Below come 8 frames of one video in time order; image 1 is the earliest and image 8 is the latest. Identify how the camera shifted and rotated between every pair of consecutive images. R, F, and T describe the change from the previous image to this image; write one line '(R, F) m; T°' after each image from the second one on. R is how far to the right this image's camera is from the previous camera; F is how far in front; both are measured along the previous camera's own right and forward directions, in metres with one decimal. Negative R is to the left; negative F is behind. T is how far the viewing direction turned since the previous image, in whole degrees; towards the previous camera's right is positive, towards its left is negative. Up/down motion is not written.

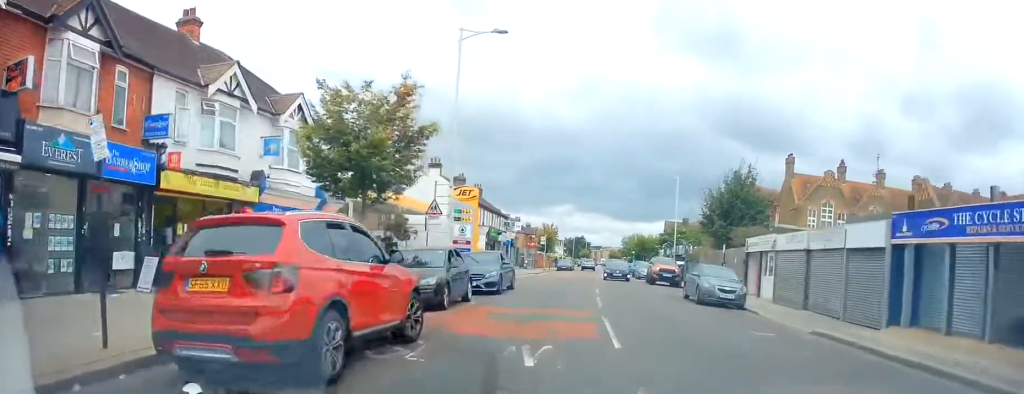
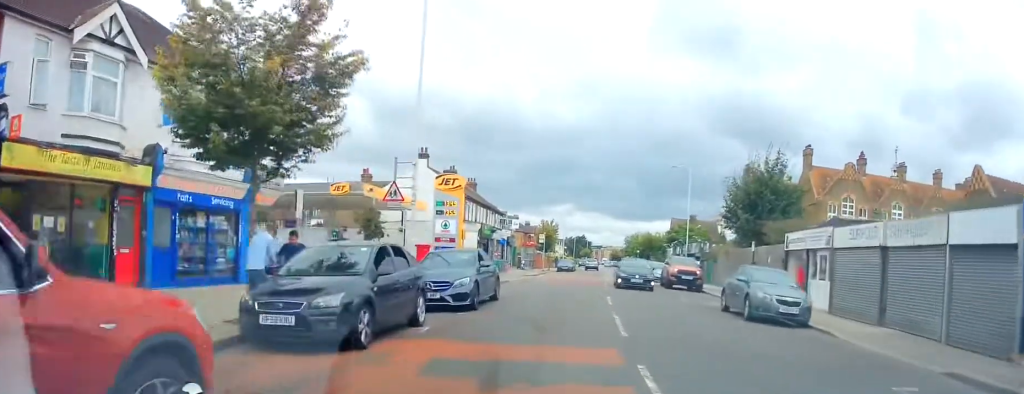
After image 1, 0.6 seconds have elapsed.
(+0.3, +5.5) m; +2°
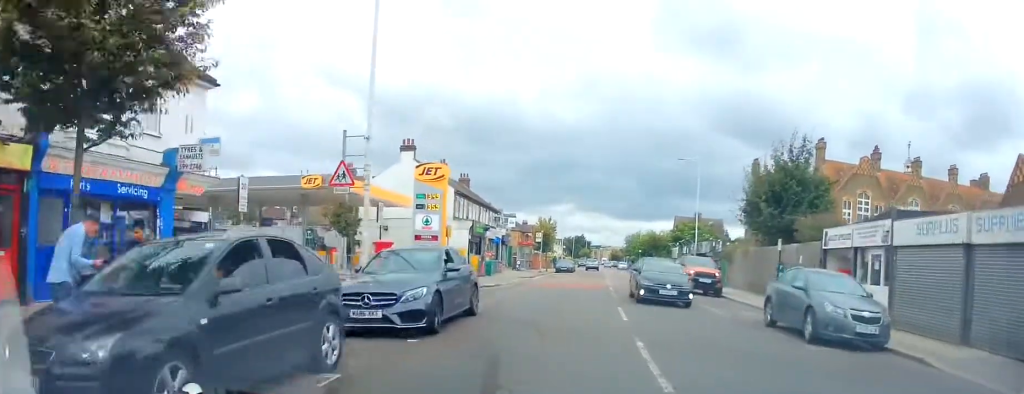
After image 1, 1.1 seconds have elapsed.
(+0.1, +4.1) m; 0°
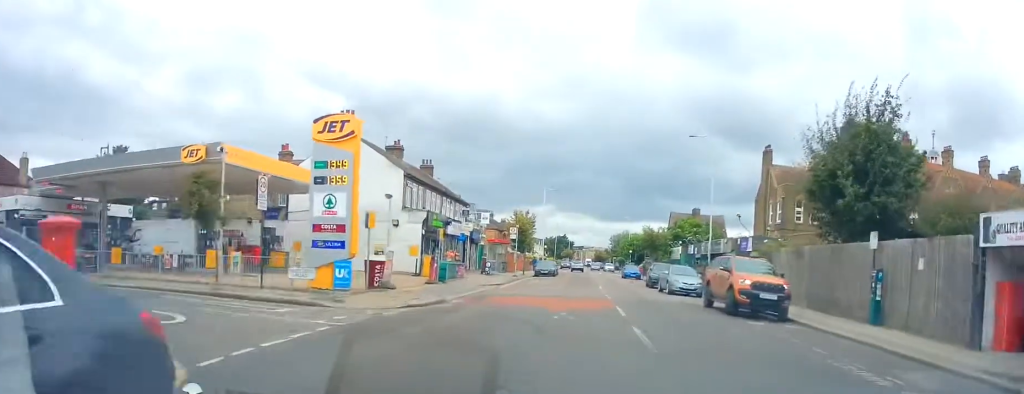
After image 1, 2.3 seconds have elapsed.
(-0.3, +10.1) m; -1°
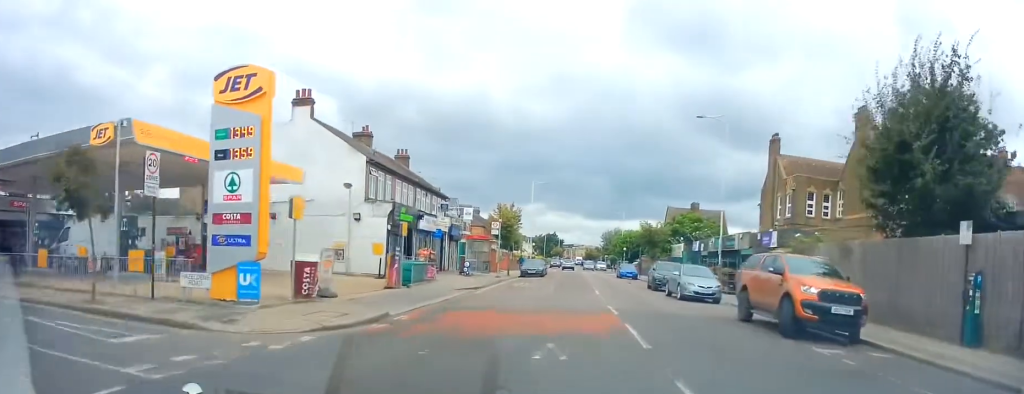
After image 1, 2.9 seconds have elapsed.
(-0.4, +5.2) m; +2°
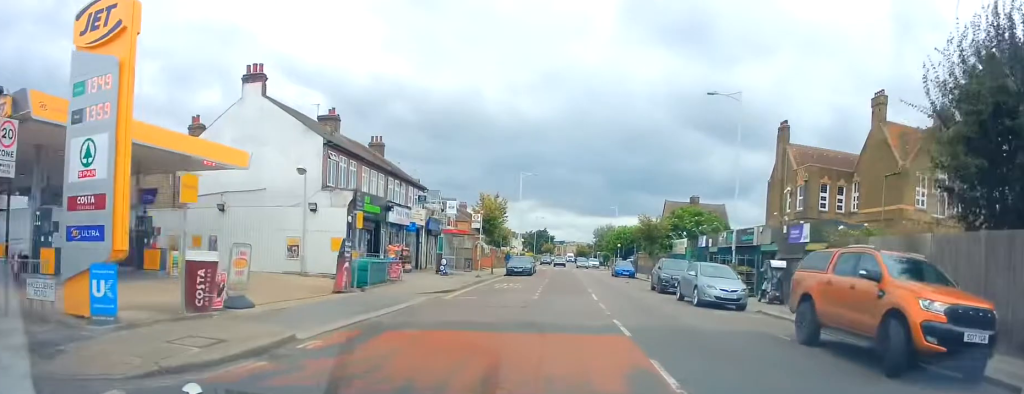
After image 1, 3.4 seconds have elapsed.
(+0.5, +4.6) m; +2°
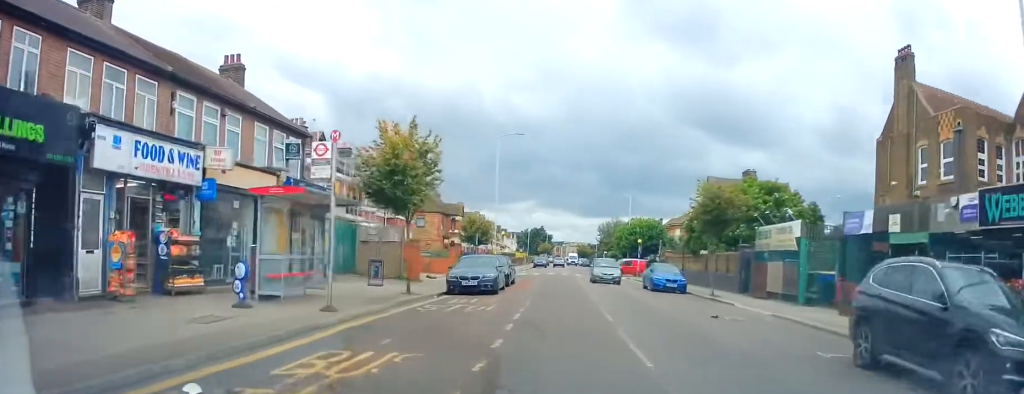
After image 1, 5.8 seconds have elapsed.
(-0.1, +21.2) m; -2°
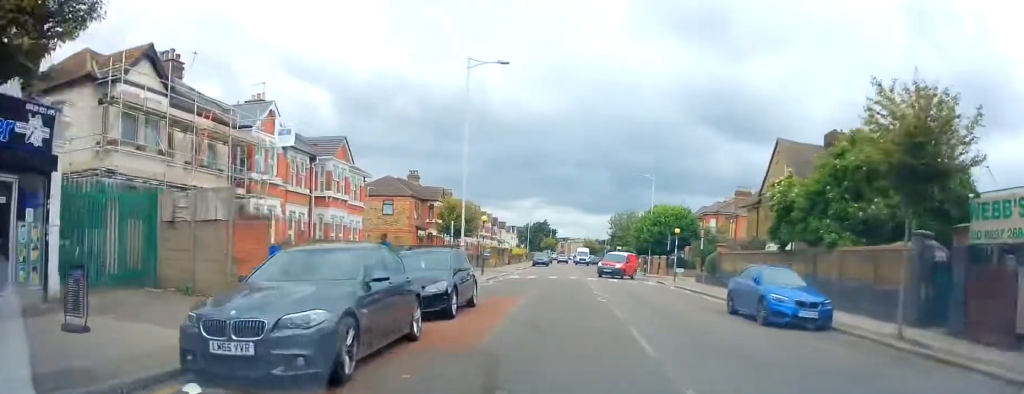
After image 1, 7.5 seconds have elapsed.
(0.0, +15.6) m; 0°
